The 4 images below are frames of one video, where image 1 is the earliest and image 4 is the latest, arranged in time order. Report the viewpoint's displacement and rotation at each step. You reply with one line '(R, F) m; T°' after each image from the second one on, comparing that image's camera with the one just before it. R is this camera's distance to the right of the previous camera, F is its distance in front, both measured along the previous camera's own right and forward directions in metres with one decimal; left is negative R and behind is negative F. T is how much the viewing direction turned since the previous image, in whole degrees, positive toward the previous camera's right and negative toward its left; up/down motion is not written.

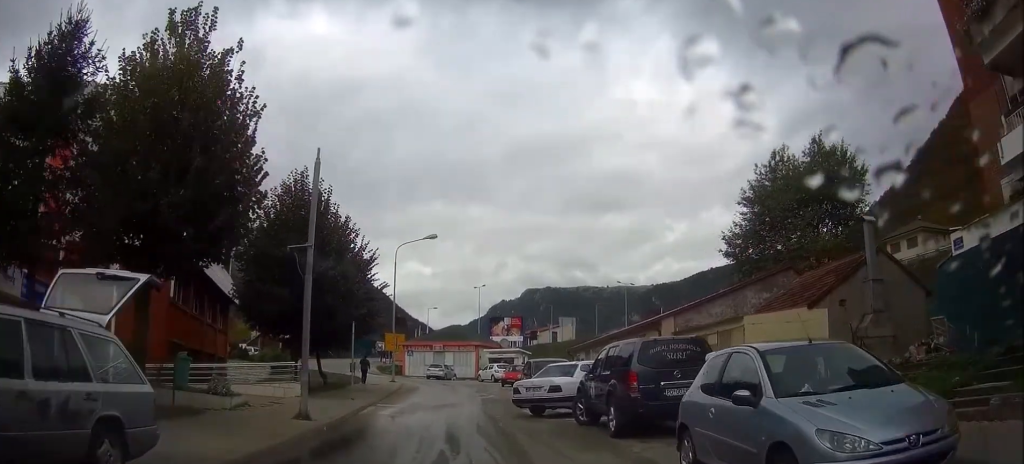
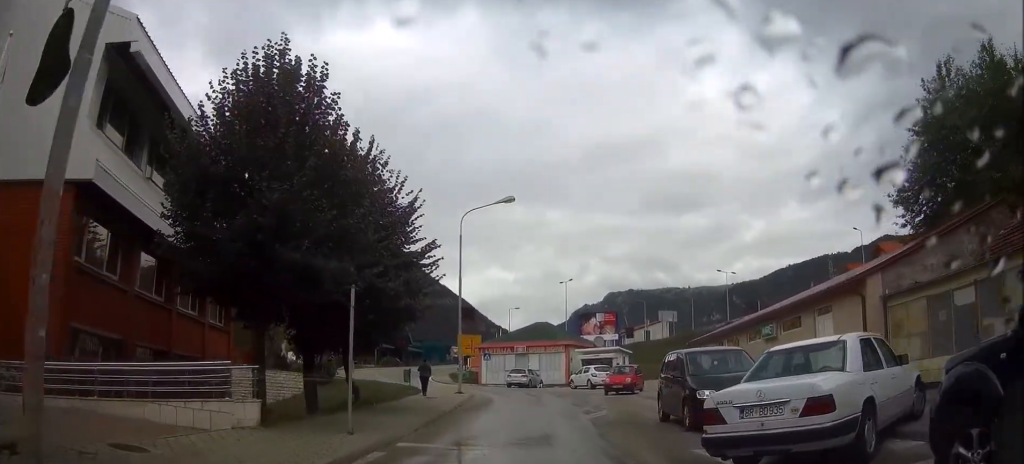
(-0.9, +11.1) m; -7°
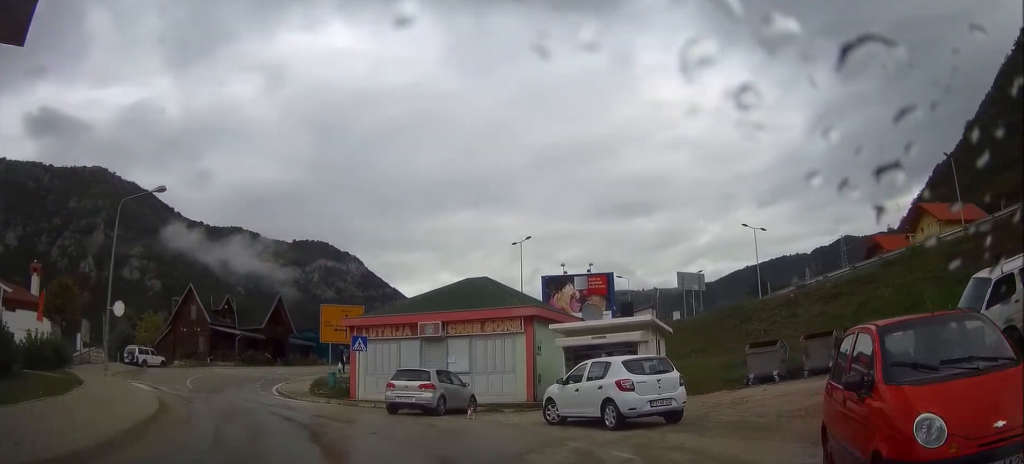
(+3.1, +28.4) m; +11°
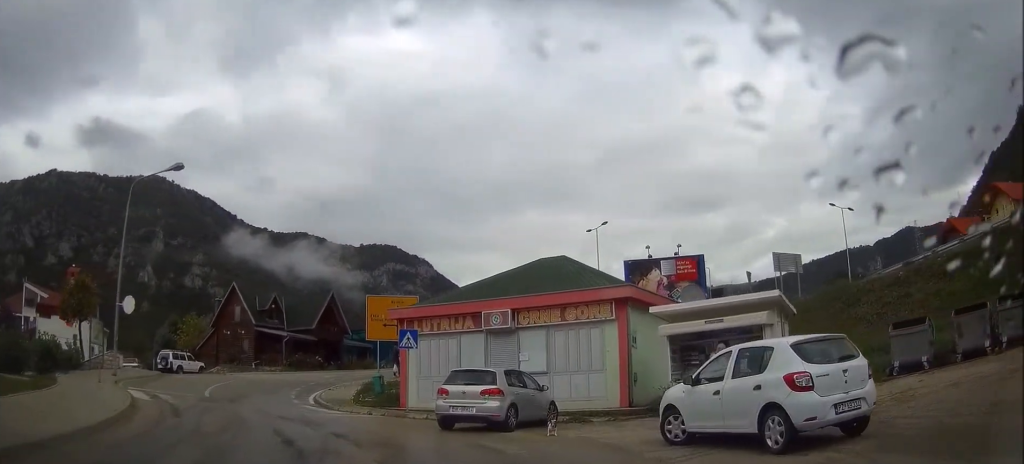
(-0.1, +5.5) m; -6°
